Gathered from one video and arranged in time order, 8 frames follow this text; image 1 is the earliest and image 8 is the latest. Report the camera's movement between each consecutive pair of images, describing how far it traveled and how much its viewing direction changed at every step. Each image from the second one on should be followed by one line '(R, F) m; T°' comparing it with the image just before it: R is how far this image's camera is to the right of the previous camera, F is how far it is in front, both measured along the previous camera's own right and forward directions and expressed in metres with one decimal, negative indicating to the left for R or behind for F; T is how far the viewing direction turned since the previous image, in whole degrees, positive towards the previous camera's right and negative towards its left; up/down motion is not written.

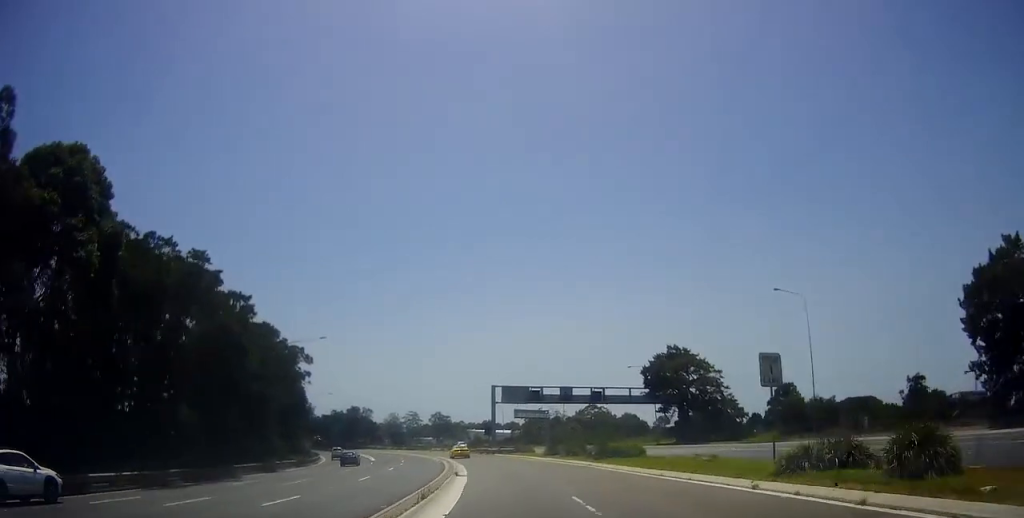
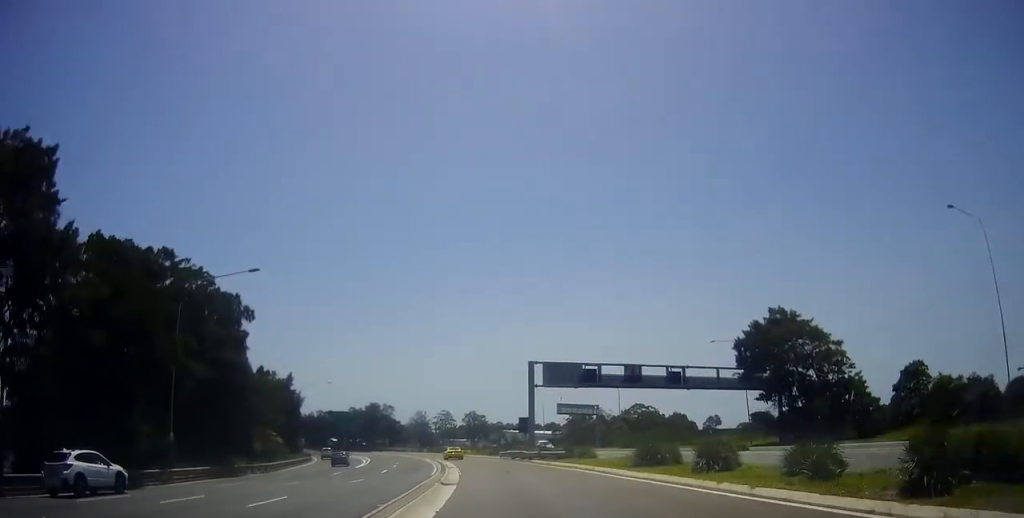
(-0.6, +23.9) m; -2°
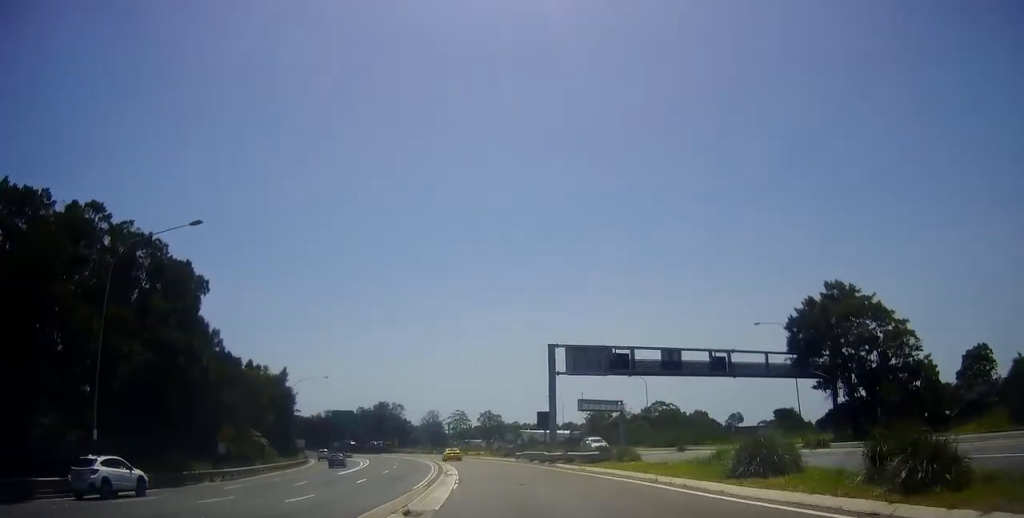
(+0.1, +9.3) m; -1°
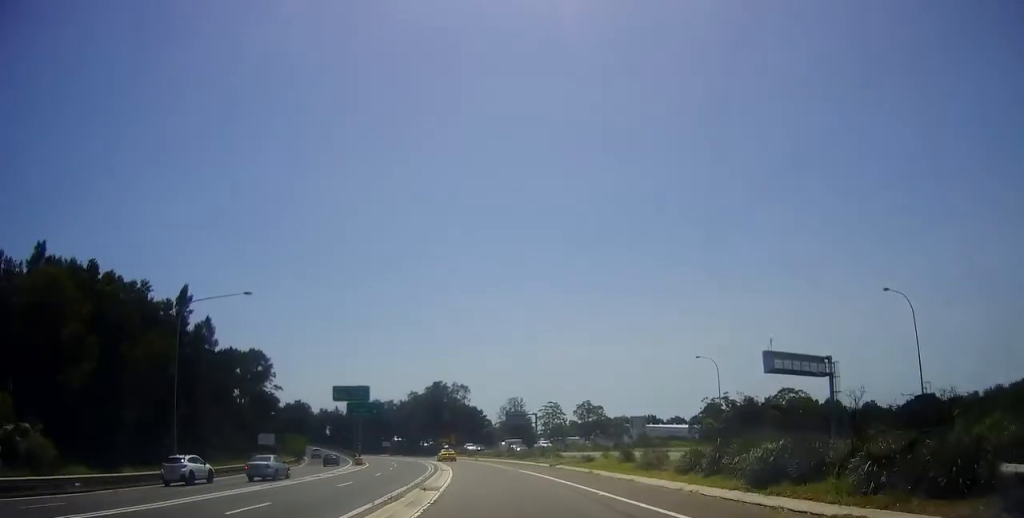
(-4.0, +49.5) m; -9°
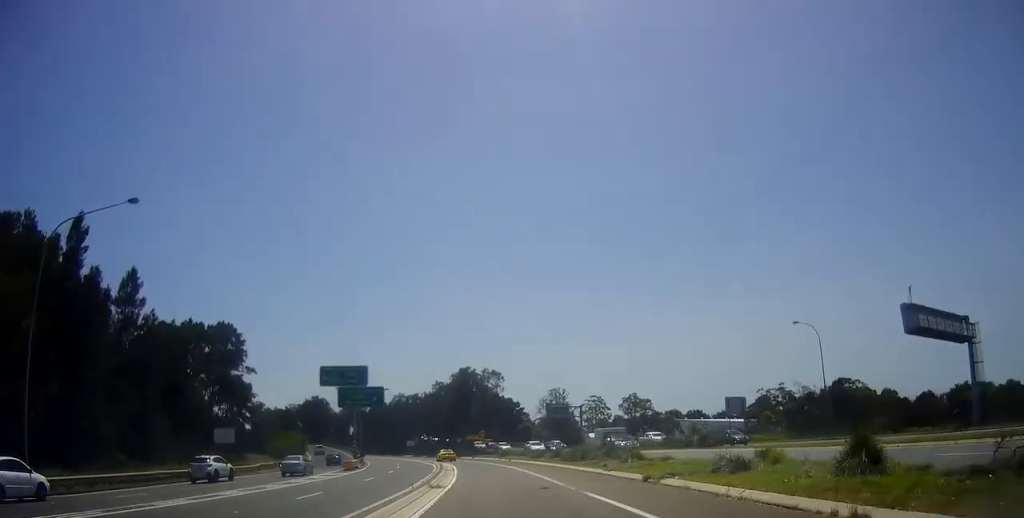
(-1.0, +18.1) m; -4°
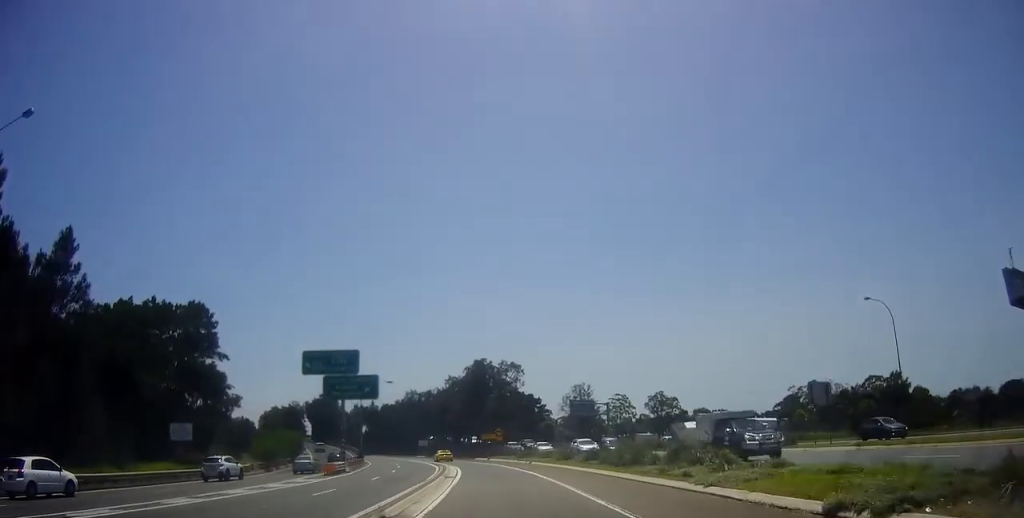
(-0.4, +10.0) m; -2°
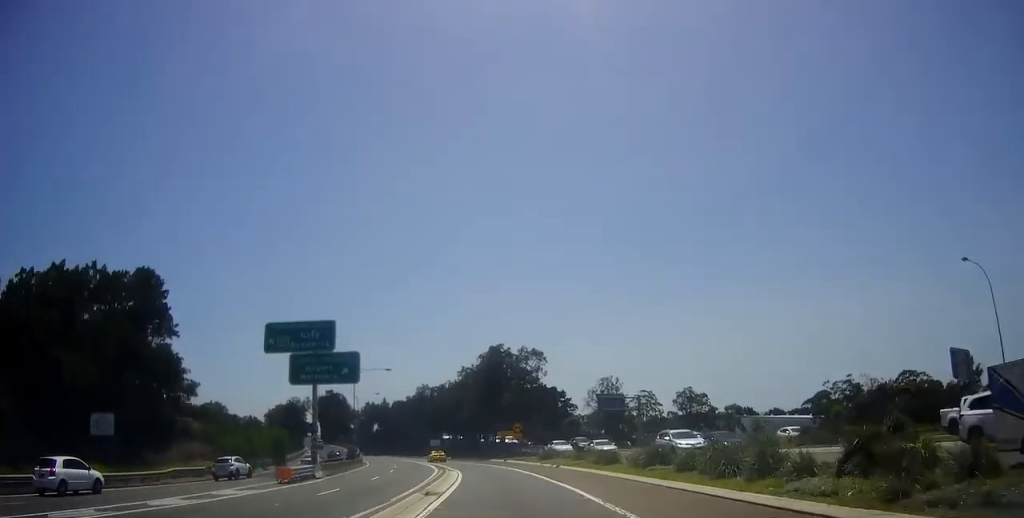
(+0.6, +11.2) m; -2°
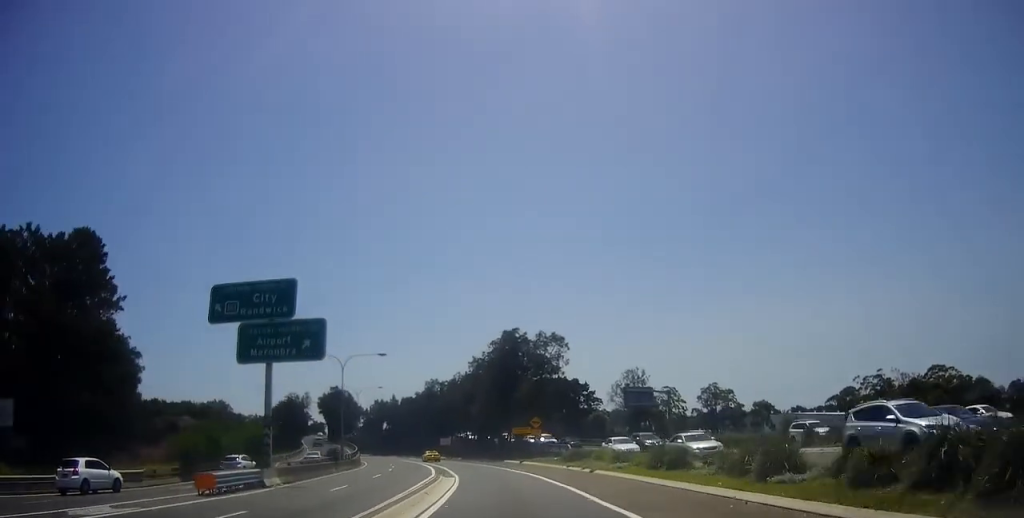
(-0.4, +9.4) m; -2°
